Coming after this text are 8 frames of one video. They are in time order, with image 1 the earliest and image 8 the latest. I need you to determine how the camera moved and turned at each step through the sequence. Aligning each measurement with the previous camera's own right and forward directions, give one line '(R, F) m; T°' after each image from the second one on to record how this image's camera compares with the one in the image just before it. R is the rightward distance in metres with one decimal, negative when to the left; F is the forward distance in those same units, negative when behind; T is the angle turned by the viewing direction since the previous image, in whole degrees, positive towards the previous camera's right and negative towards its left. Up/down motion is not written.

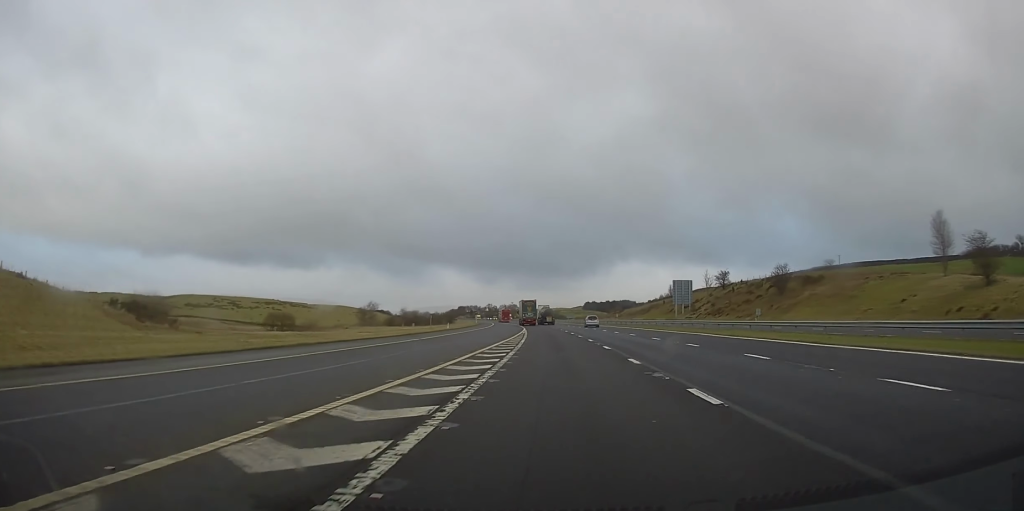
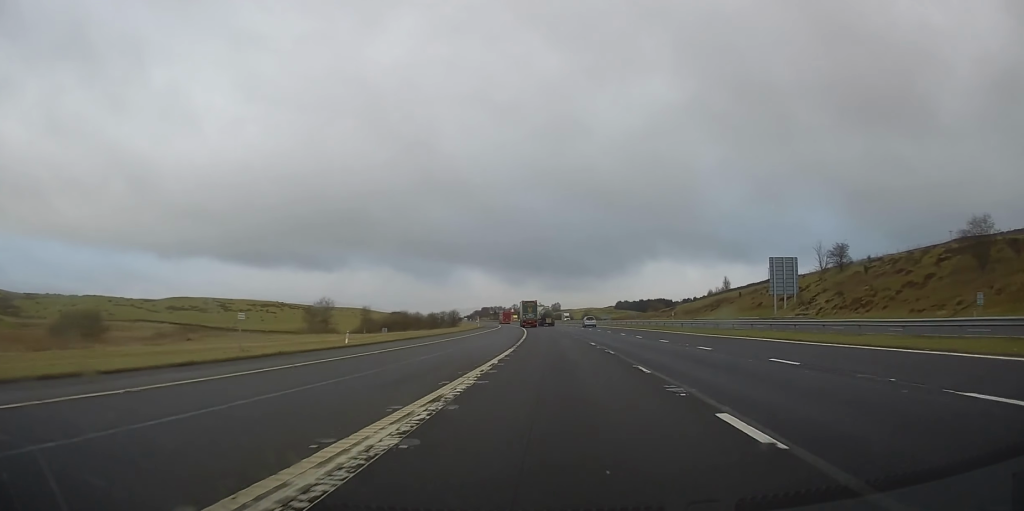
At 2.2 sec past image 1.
(-1.5, +56.8) m; -3°
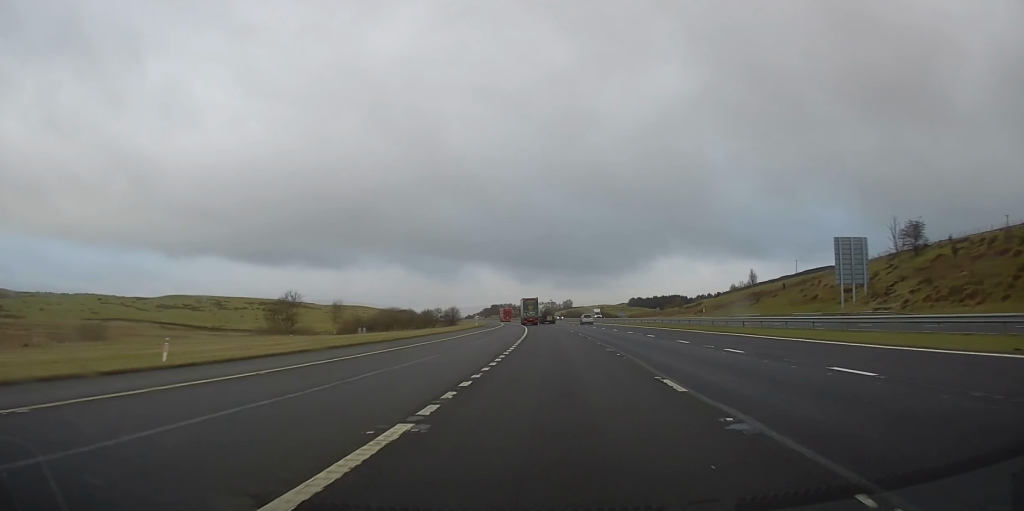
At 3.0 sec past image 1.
(-0.1, +21.9) m; -1°
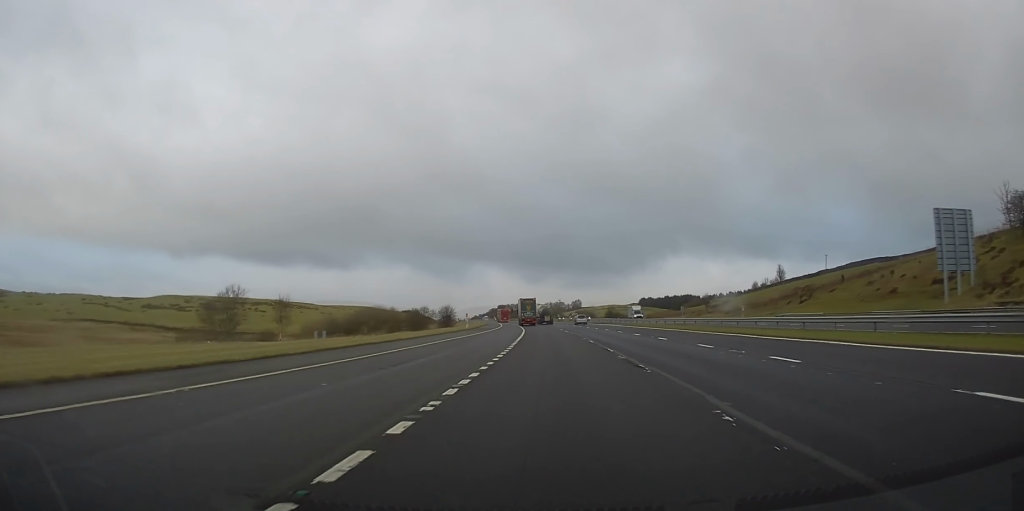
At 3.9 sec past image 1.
(-0.1, +22.6) m; -1°
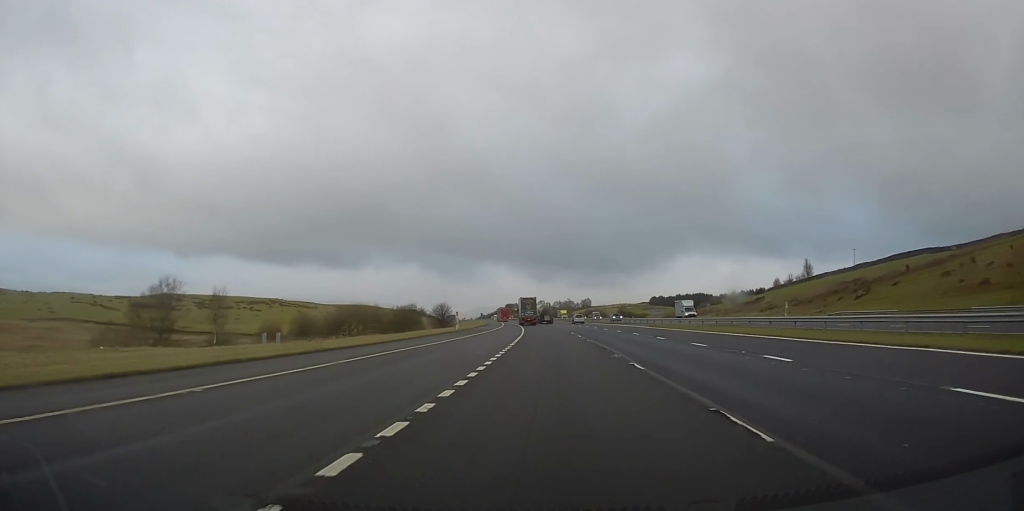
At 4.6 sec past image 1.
(0.0, +18.0) m; -1°
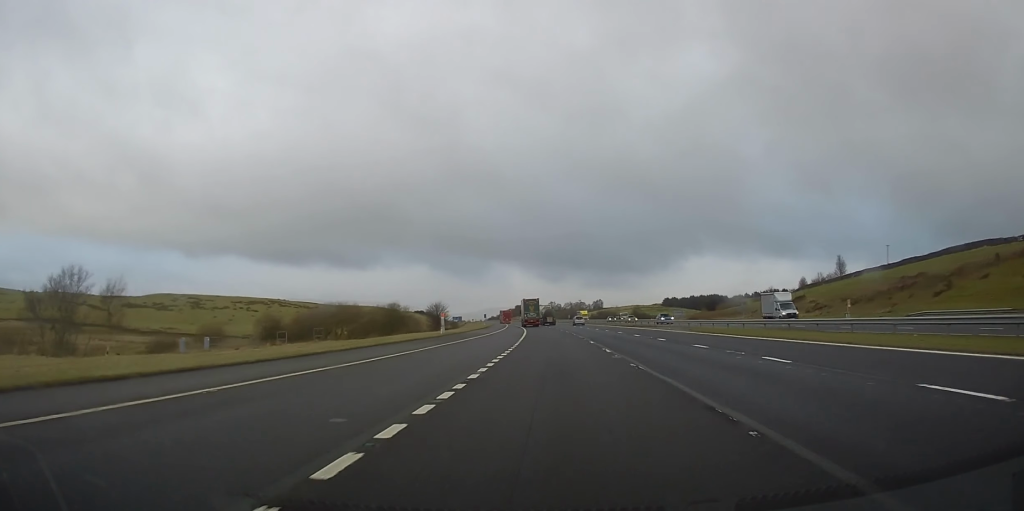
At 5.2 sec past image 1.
(-0.2, +17.2) m; -1°
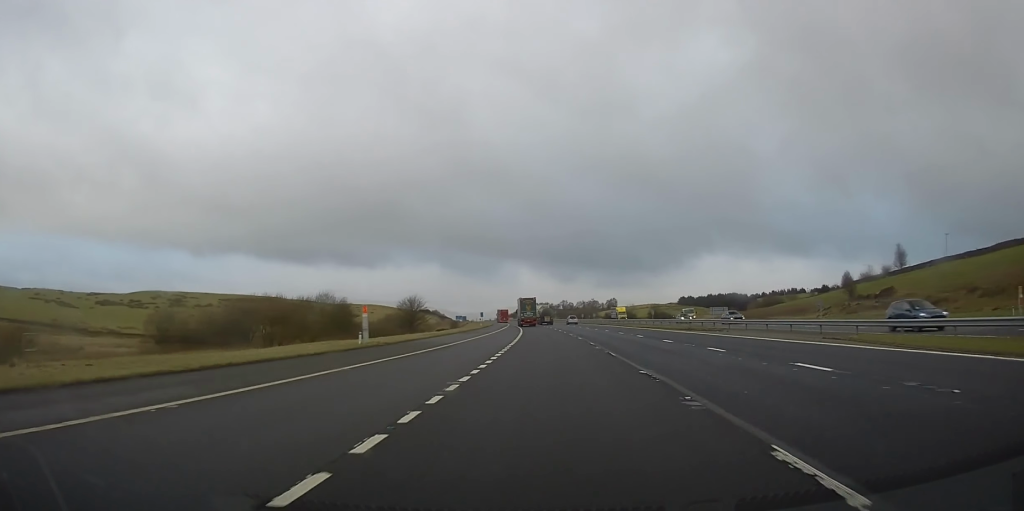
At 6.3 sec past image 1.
(-0.4, +29.8) m; -1°
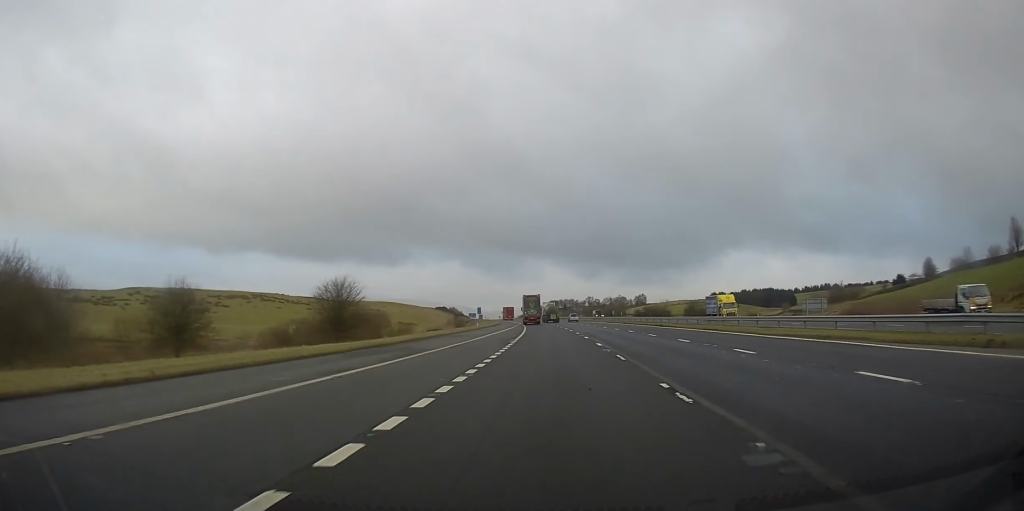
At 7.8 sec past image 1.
(-0.3, +39.1) m; -1°
